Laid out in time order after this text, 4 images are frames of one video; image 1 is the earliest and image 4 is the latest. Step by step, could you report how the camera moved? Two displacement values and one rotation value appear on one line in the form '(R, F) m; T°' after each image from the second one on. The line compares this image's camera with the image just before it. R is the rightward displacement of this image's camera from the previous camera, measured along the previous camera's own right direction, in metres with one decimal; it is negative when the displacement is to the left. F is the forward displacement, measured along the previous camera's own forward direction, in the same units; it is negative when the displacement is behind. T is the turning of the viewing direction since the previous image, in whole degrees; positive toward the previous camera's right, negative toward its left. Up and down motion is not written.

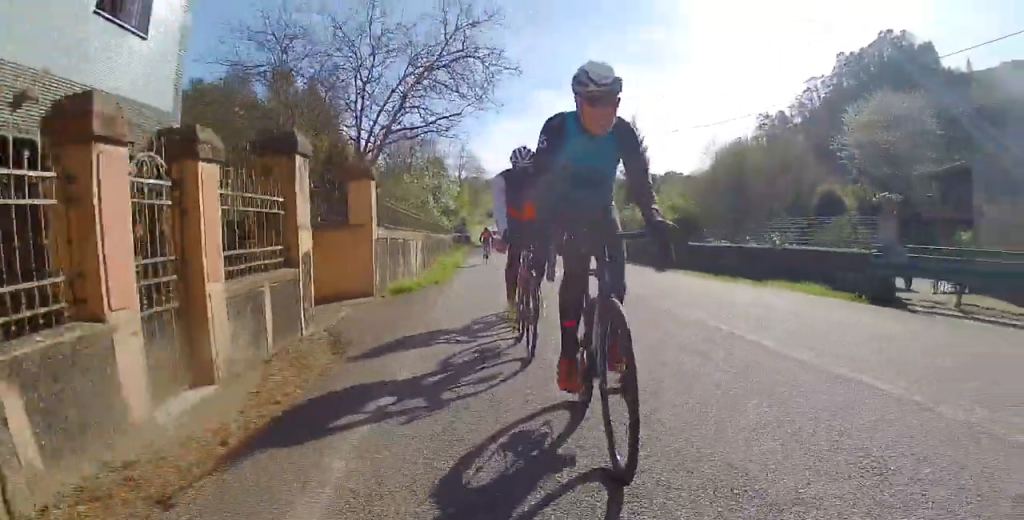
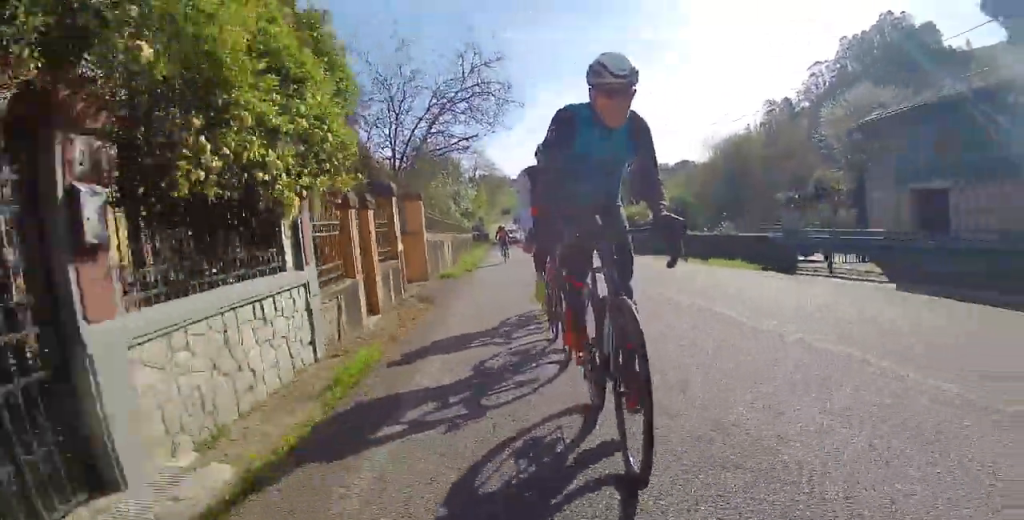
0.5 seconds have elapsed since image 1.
(0.0, +4.7) m; 0°
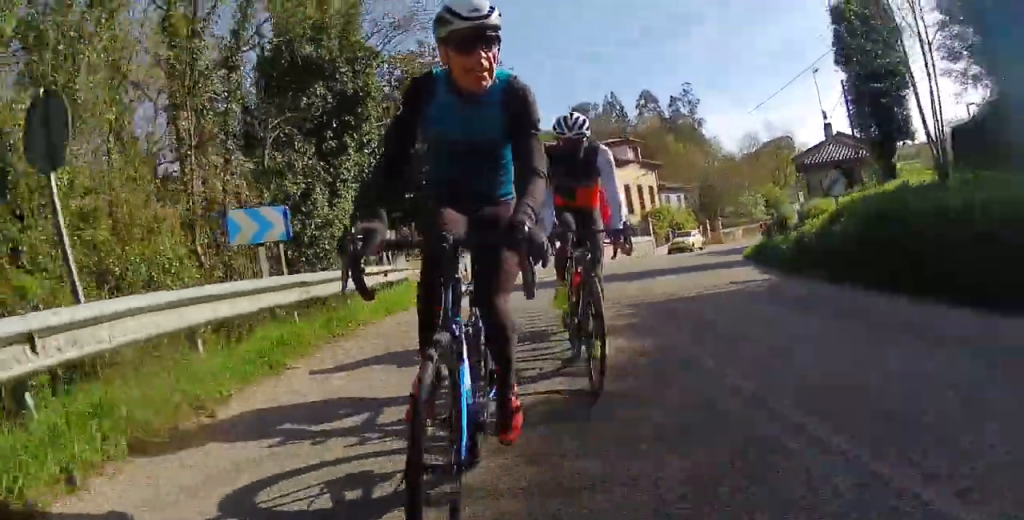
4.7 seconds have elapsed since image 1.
(-0.5, +38.8) m; -8°
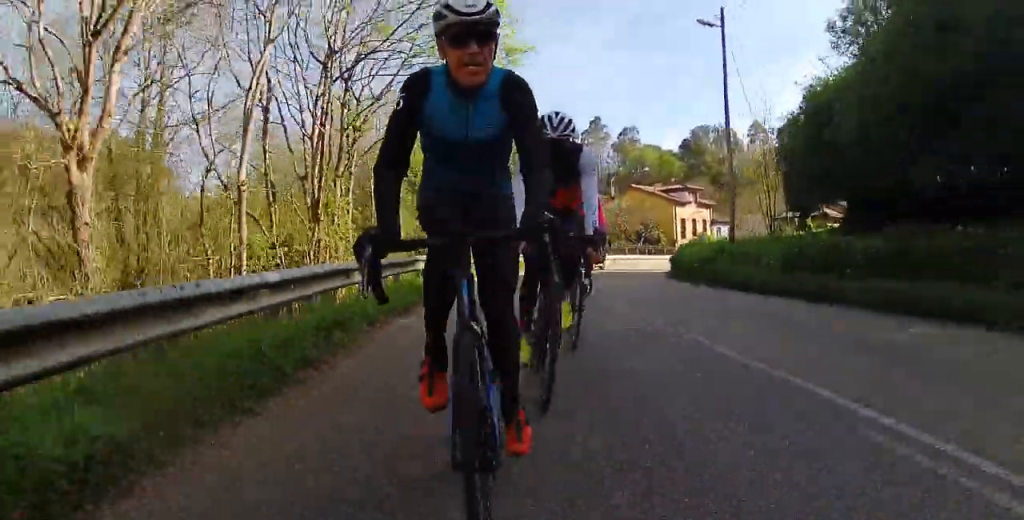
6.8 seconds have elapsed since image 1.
(-3.2, +21.0) m; -17°
